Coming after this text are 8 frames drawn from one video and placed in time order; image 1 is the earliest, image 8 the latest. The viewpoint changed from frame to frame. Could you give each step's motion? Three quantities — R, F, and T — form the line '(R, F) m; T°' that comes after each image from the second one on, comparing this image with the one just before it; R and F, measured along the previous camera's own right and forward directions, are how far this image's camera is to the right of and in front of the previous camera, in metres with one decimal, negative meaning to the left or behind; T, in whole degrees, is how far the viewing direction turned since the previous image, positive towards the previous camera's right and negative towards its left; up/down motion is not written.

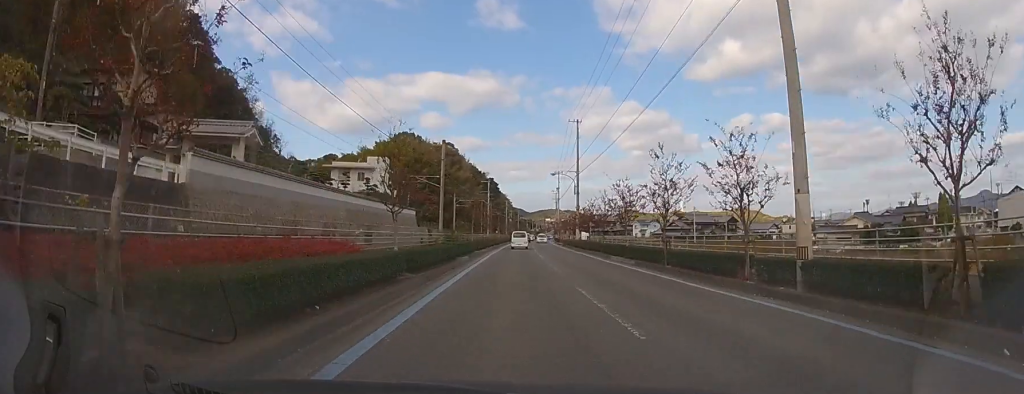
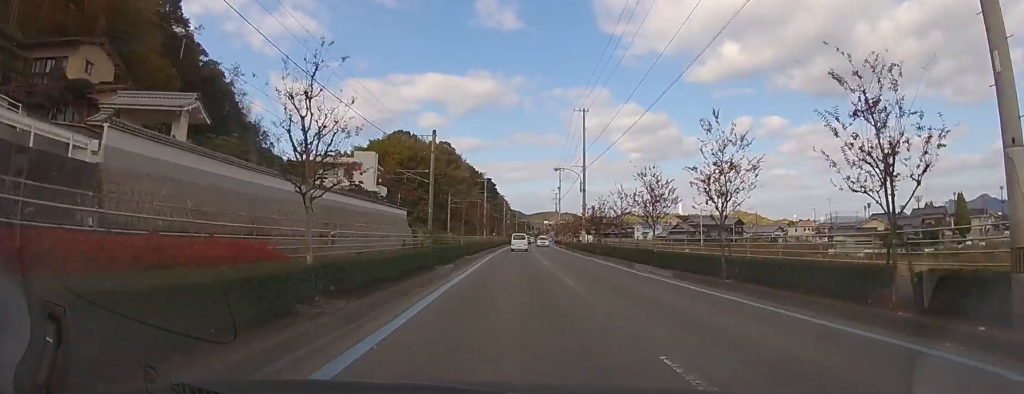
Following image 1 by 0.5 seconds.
(0.0, +6.1) m; 0°
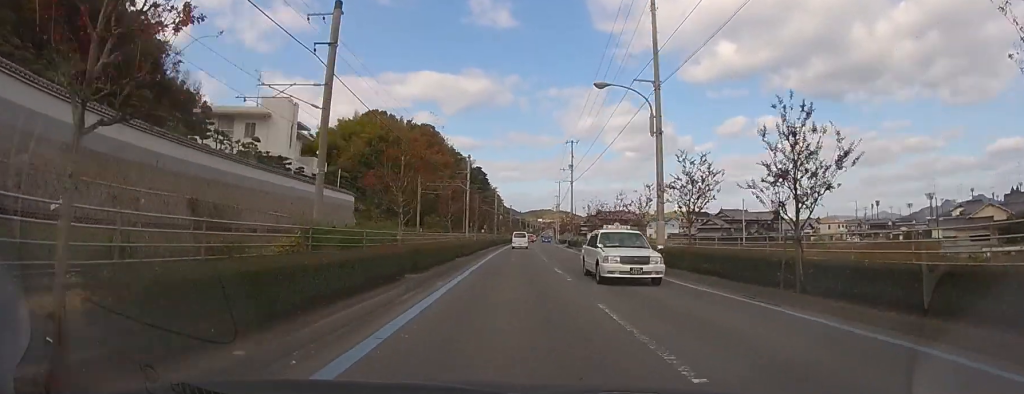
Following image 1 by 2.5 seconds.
(+0.2, +26.2) m; +1°
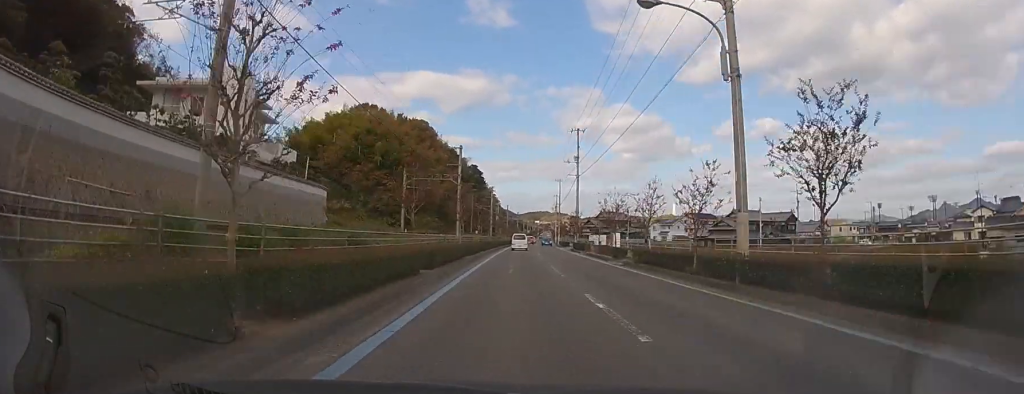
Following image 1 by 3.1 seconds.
(0.0, +8.2) m; 0°
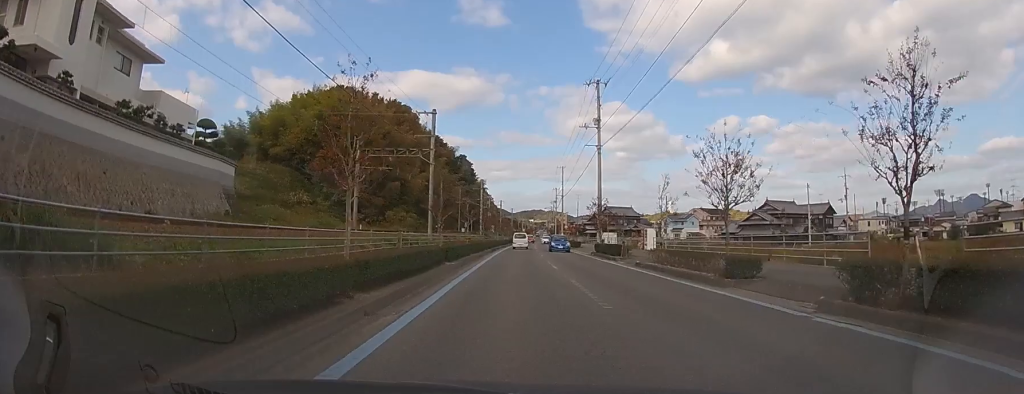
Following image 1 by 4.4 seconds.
(+0.1, +16.9) m; +1°
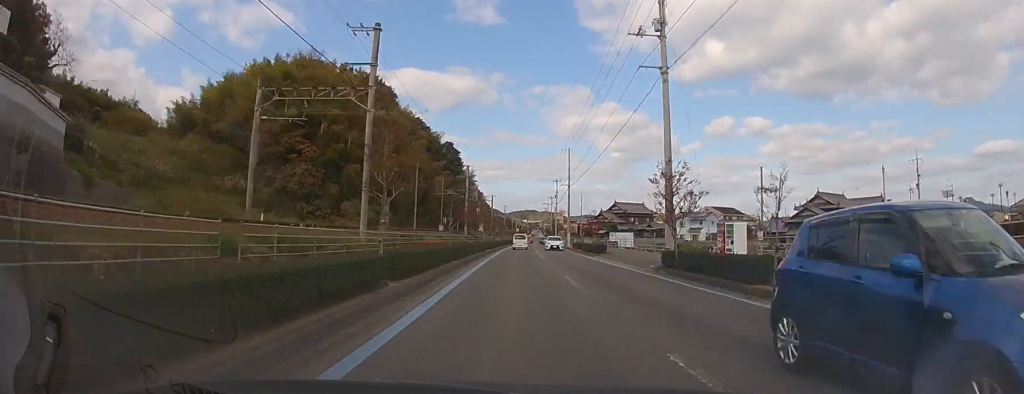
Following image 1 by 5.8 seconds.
(+0.1, +18.8) m; +1°
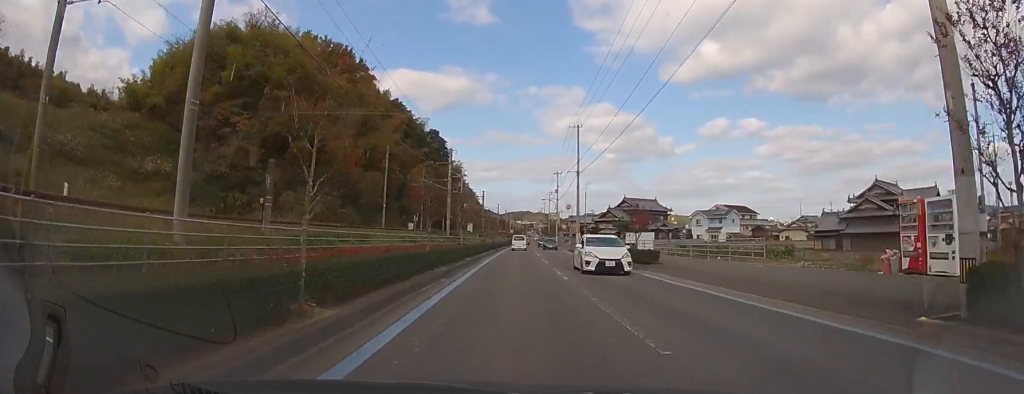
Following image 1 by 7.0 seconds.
(+0.1, +15.1) m; +1°
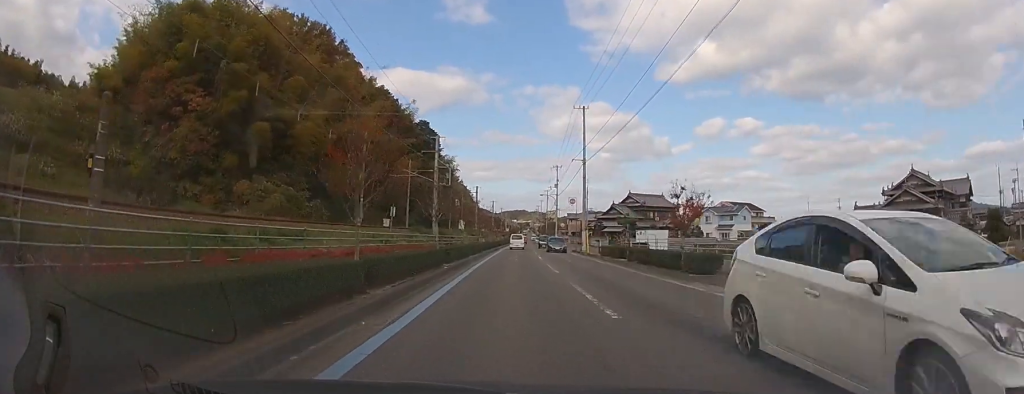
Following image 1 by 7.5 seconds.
(0.0, +7.2) m; 0°
